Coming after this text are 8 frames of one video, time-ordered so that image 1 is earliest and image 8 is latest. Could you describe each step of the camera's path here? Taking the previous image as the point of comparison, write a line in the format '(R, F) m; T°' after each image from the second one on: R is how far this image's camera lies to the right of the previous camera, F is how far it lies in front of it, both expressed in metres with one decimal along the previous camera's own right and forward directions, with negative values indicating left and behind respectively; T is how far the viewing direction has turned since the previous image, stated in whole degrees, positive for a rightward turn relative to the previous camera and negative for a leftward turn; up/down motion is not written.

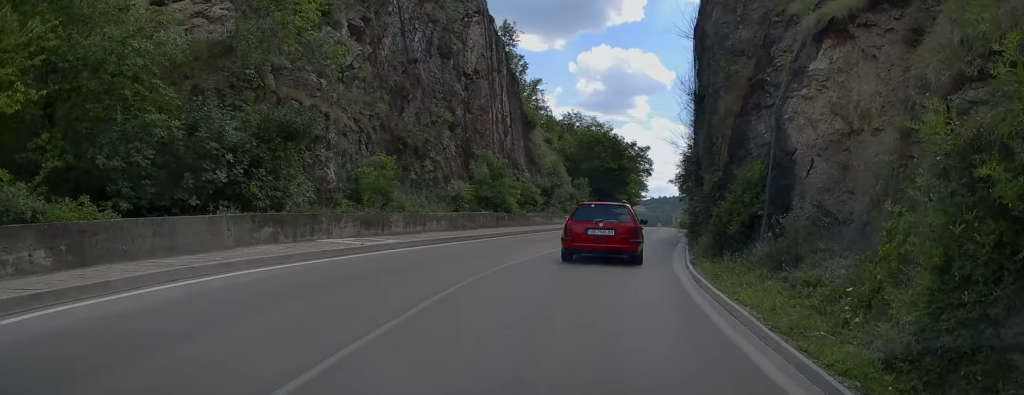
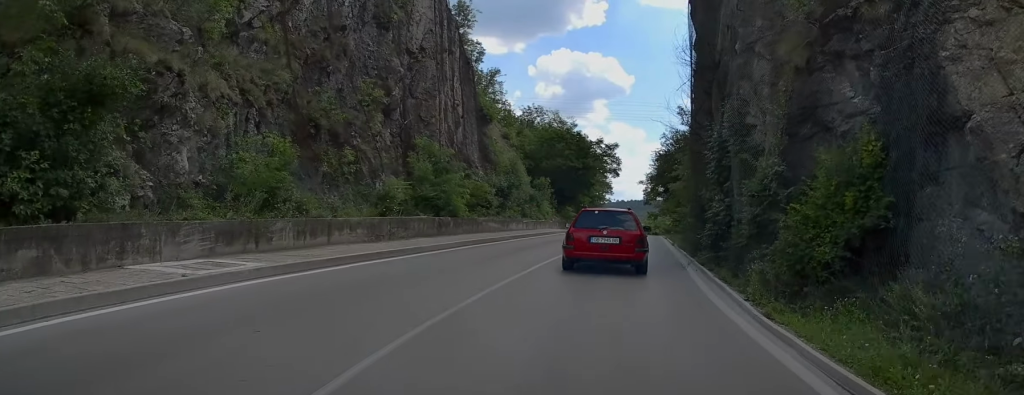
(+0.2, +7.0) m; +1°
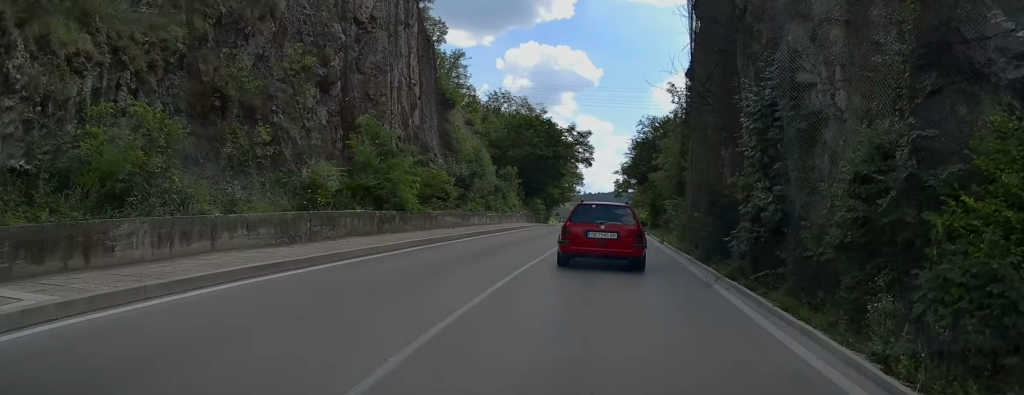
(0.0, +4.7) m; 0°
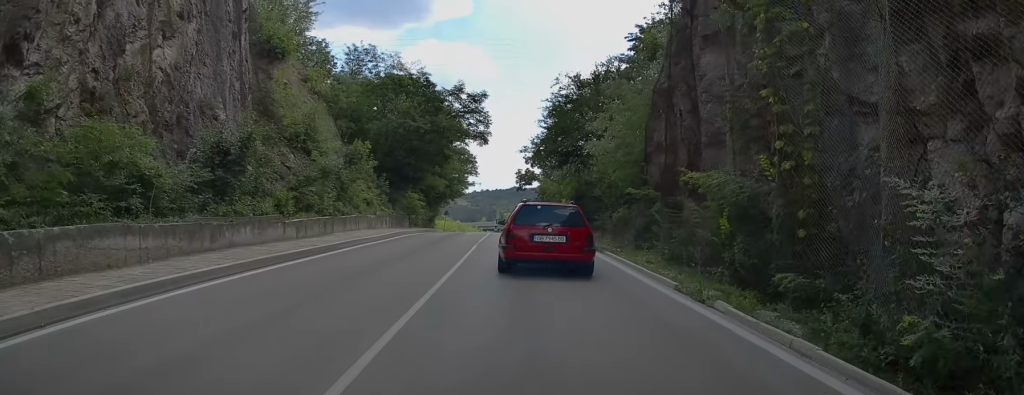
(-0.5, +17.1) m; +1°
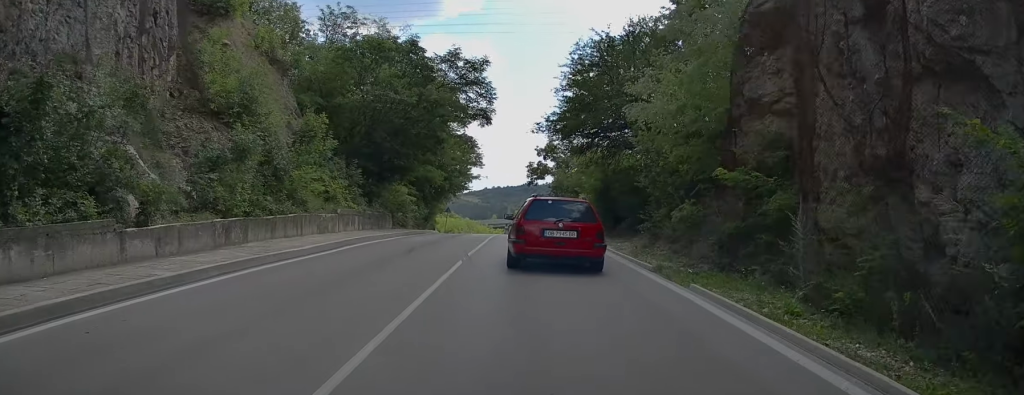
(+0.3, +8.5) m; +3°
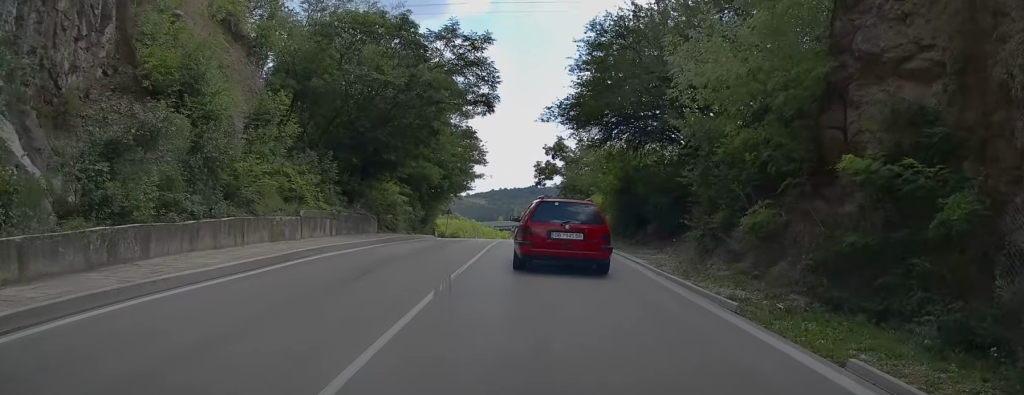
(+0.1, +4.9) m; +2°
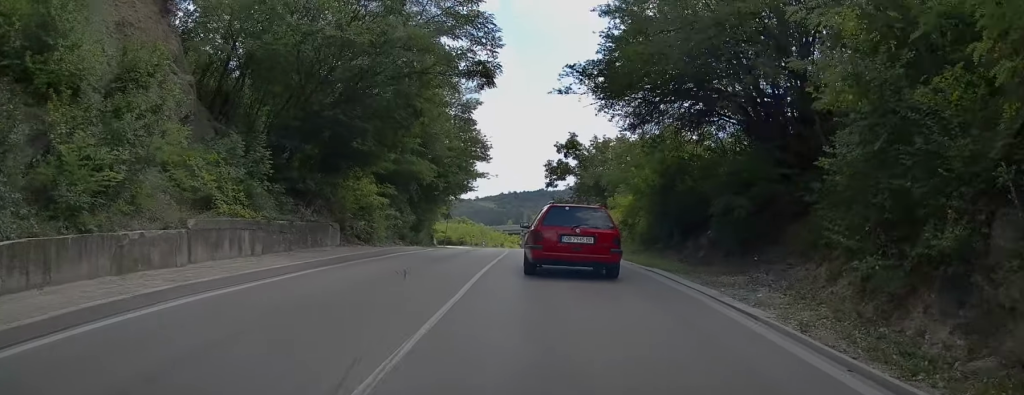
(+0.1, +7.6) m; +1°
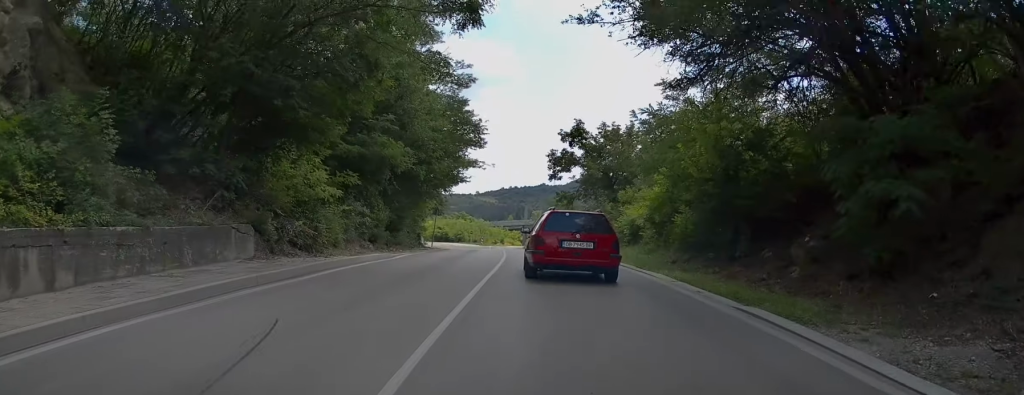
(+0.1, +7.5) m; +2°
